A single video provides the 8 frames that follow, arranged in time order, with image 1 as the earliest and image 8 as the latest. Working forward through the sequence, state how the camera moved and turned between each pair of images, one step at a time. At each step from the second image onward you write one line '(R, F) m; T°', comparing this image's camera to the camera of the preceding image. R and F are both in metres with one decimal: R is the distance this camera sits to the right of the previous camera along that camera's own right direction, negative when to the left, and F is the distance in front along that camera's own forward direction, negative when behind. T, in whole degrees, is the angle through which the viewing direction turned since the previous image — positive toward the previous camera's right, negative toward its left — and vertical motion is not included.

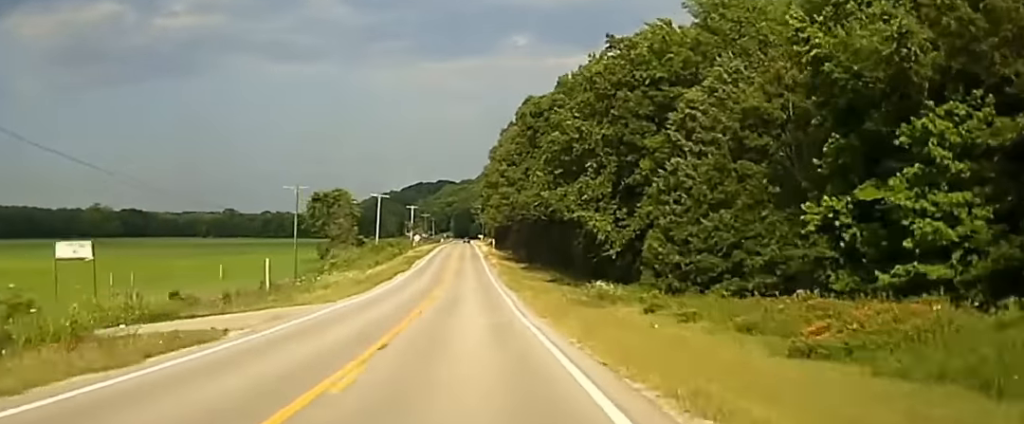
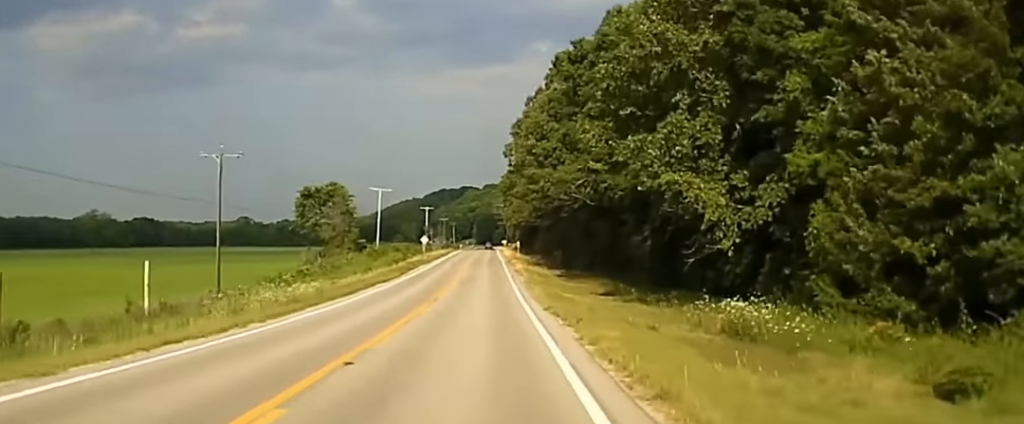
(-0.7, +30.1) m; -1°
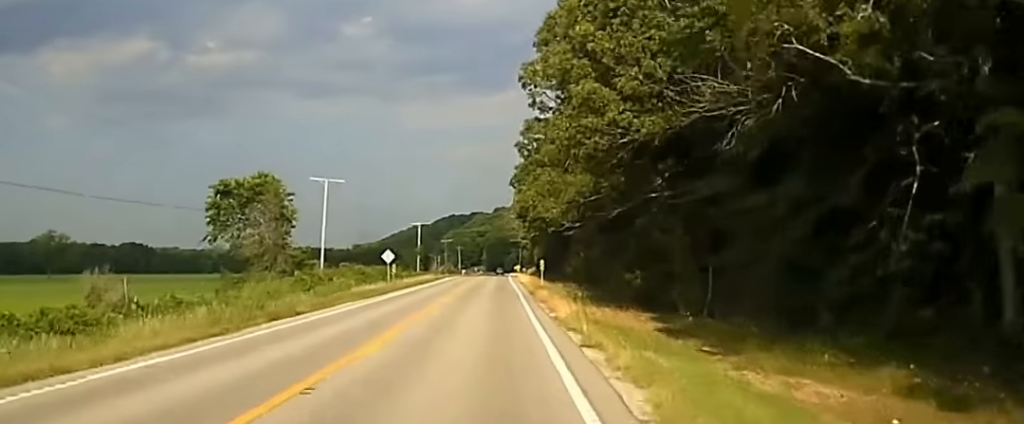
(0.0, +50.4) m; 0°
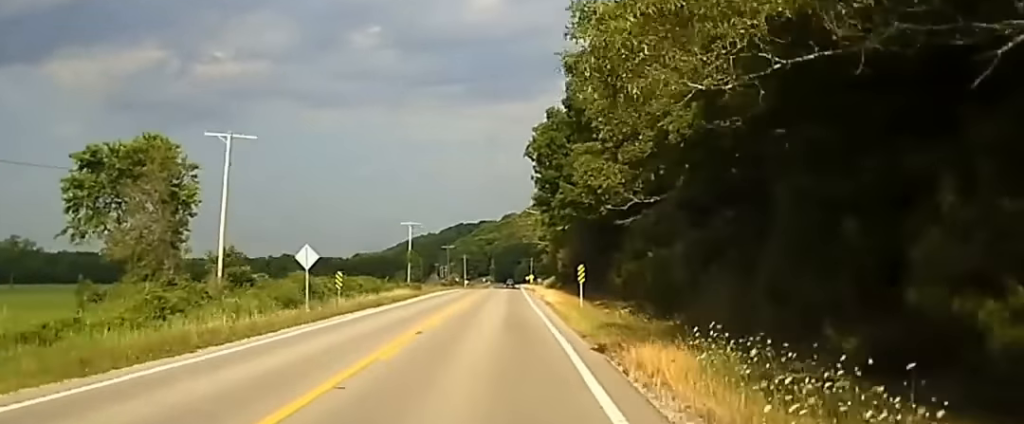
(+0.1, +35.3) m; -1°
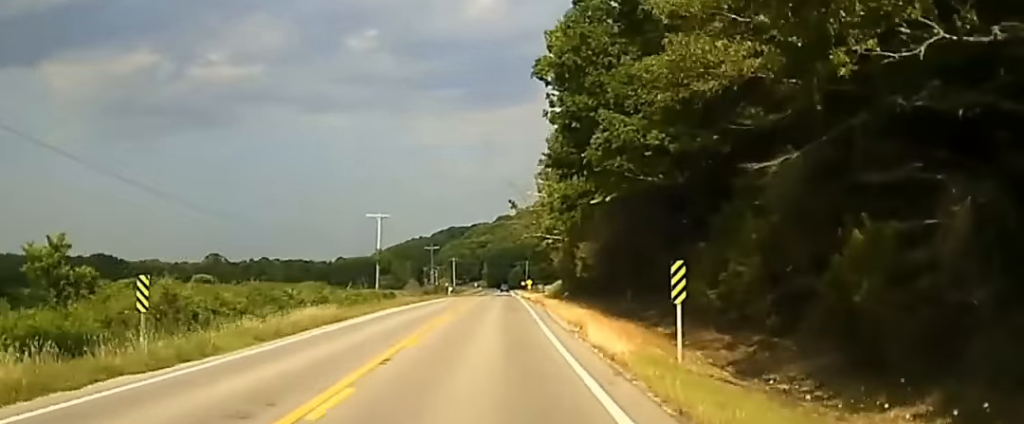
(-0.4, +30.6) m; -1°
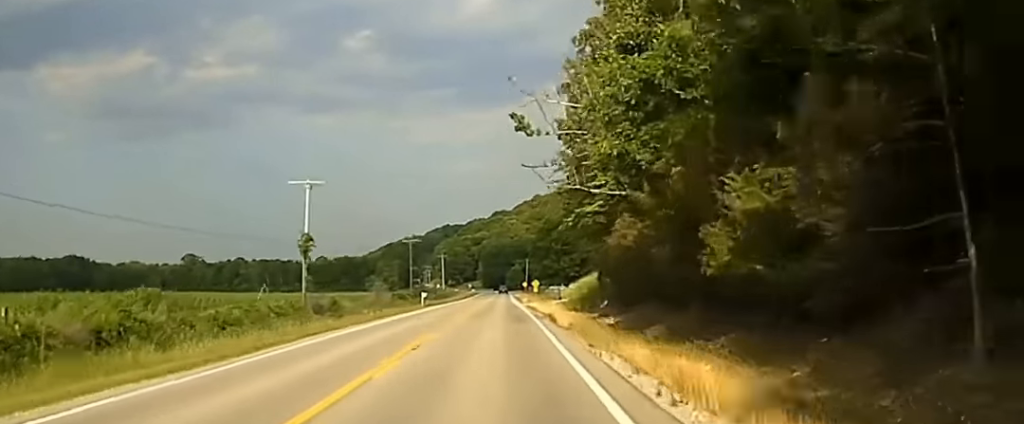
(-0.2, +43.5) m; 0°
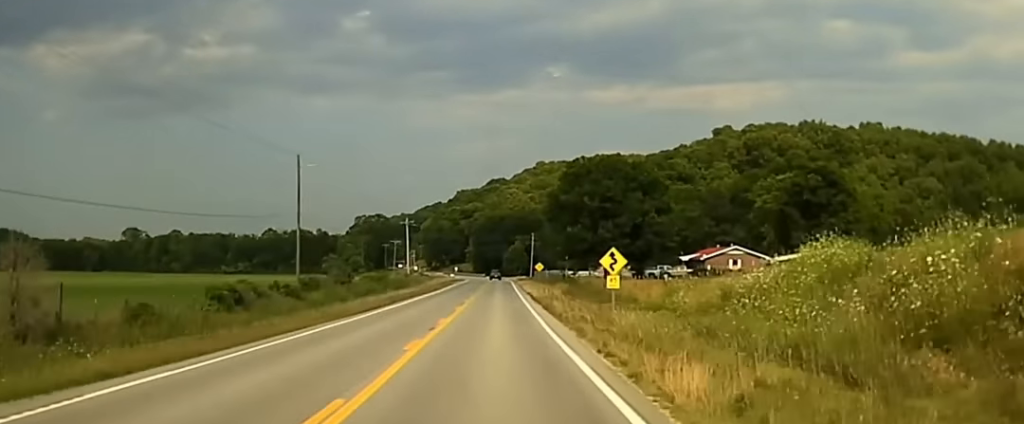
(+1.0, +91.1) m; +1°
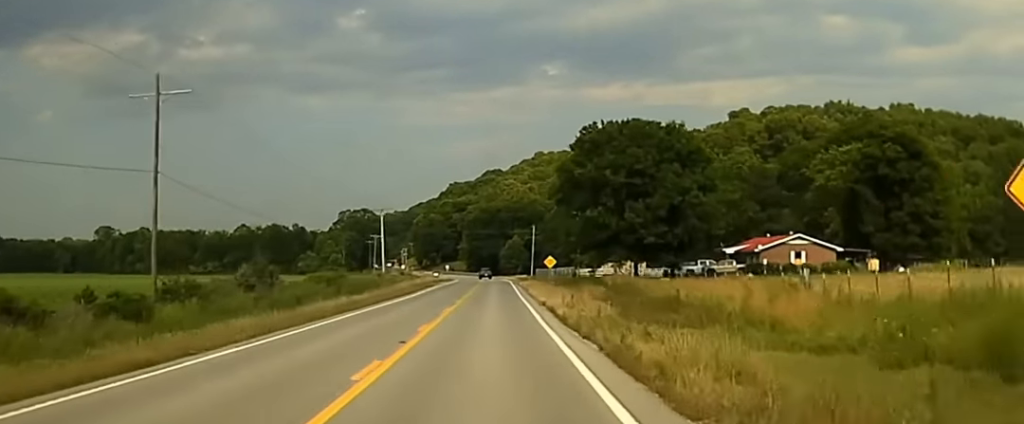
(0.0, +31.2) m; 0°
